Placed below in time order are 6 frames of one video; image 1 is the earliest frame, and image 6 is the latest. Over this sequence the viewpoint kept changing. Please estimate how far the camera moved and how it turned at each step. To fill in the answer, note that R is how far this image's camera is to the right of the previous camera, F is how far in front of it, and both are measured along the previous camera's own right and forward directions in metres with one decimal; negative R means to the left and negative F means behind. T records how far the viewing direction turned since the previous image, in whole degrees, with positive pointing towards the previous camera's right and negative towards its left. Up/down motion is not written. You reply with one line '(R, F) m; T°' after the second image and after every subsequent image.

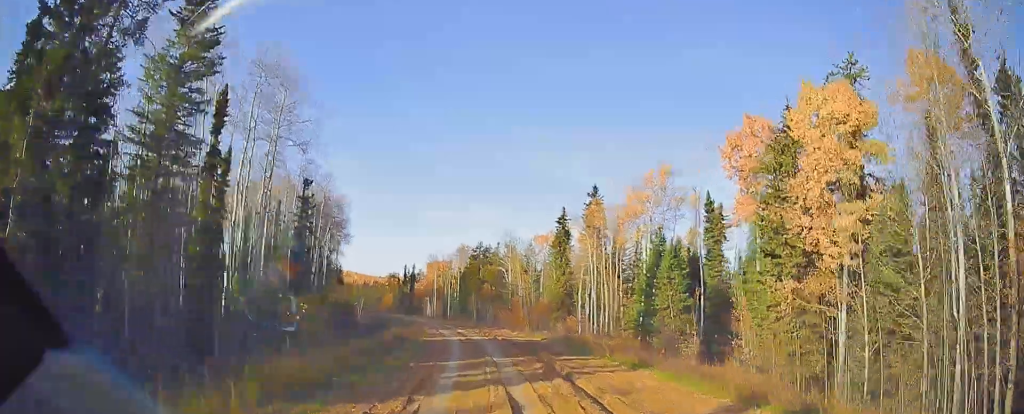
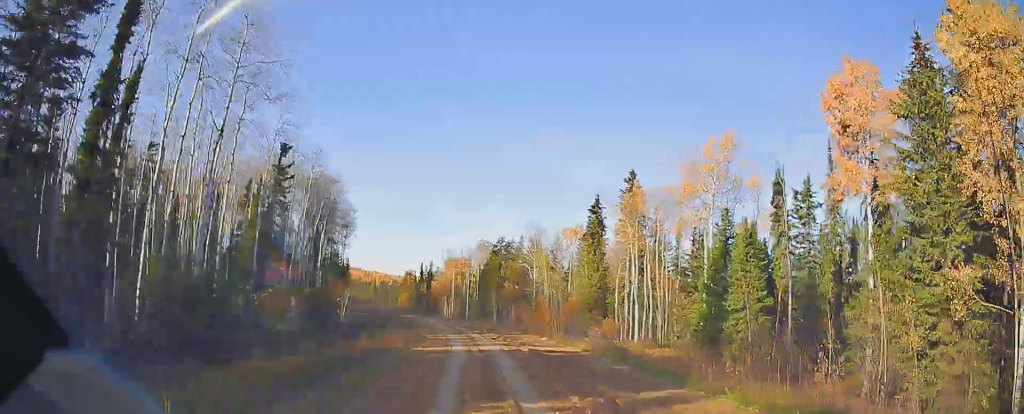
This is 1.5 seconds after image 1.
(-0.4, +10.9) m; -1°
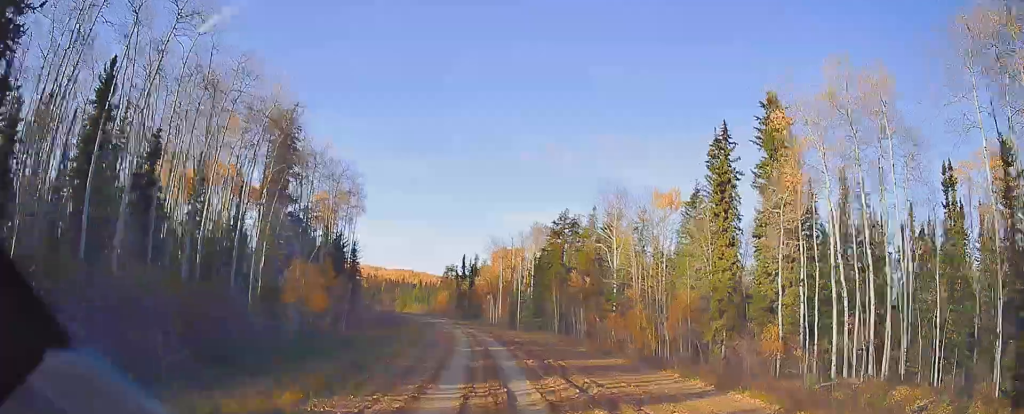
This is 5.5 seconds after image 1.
(-0.5, +29.6) m; -4°
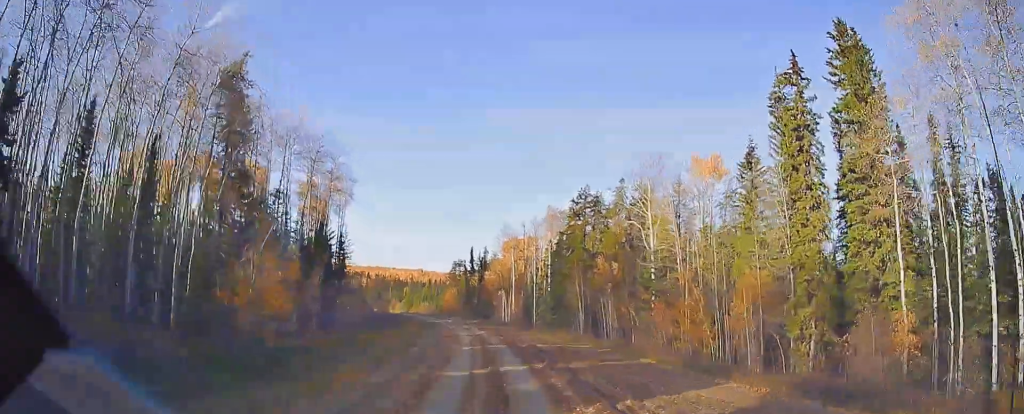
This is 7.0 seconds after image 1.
(-0.6, +11.8) m; -2°
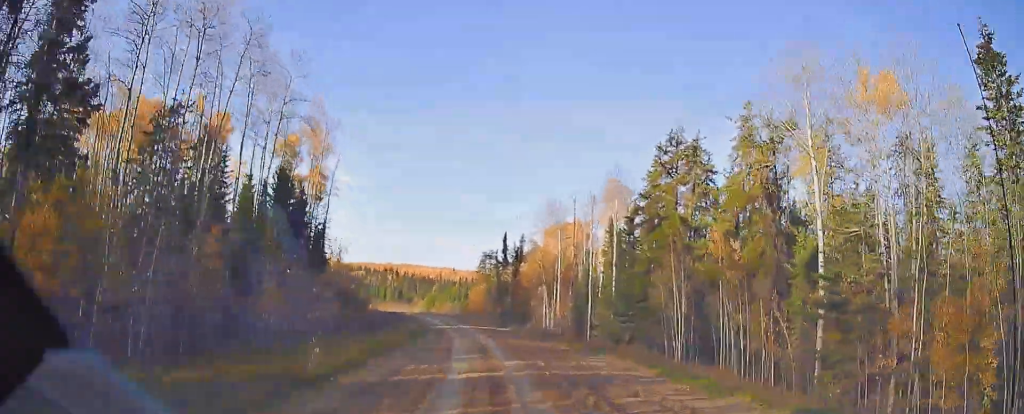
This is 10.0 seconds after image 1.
(-1.1, +24.3) m; -6°
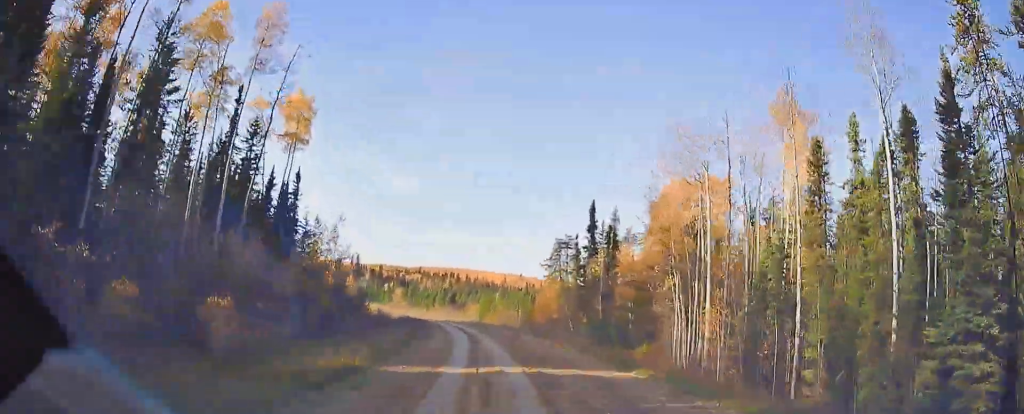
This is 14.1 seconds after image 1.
(-2.6, +35.0) m; -7°
